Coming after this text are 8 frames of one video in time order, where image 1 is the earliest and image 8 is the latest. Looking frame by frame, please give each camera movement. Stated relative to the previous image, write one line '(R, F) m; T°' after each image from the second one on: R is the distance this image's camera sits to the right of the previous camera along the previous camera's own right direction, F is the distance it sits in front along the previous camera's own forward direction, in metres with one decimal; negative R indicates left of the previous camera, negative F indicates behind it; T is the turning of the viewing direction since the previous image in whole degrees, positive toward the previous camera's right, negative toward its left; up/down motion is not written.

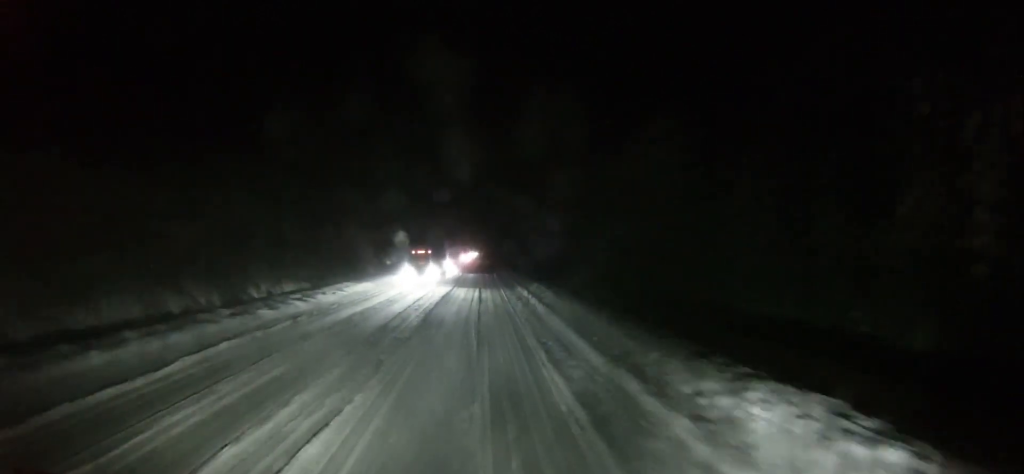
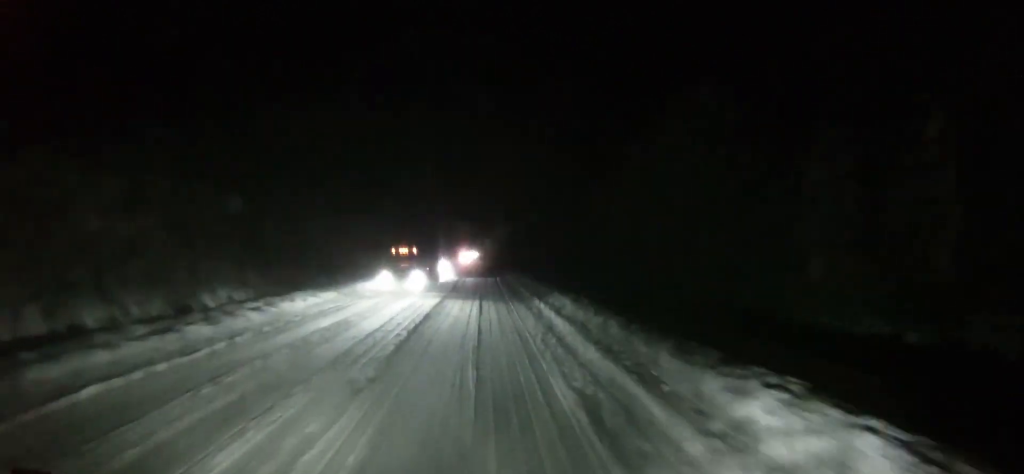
(-0.2, +6.6) m; -1°
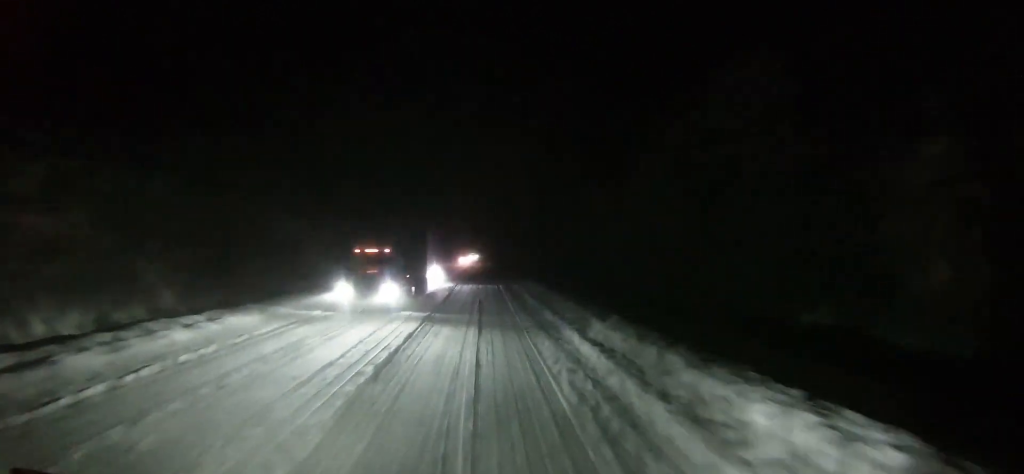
(+0.1, +6.1) m; +1°
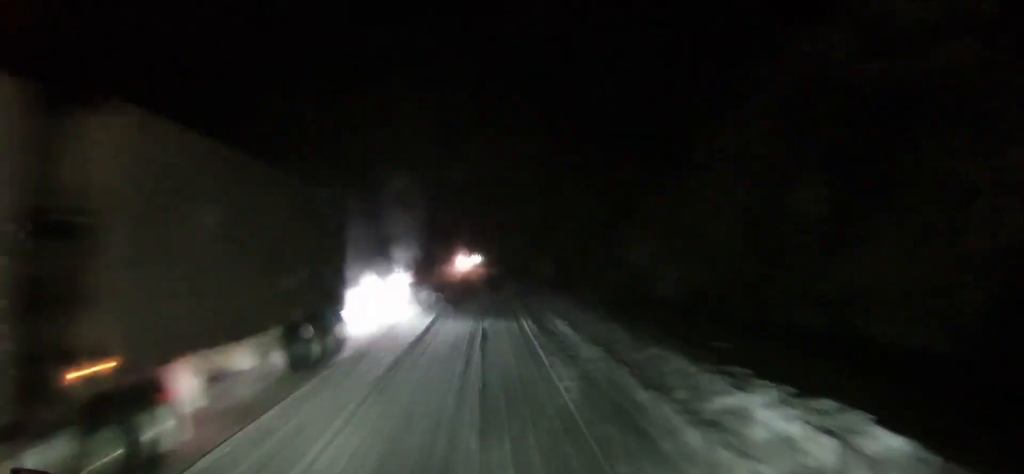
(+0.2, +14.1) m; +1°
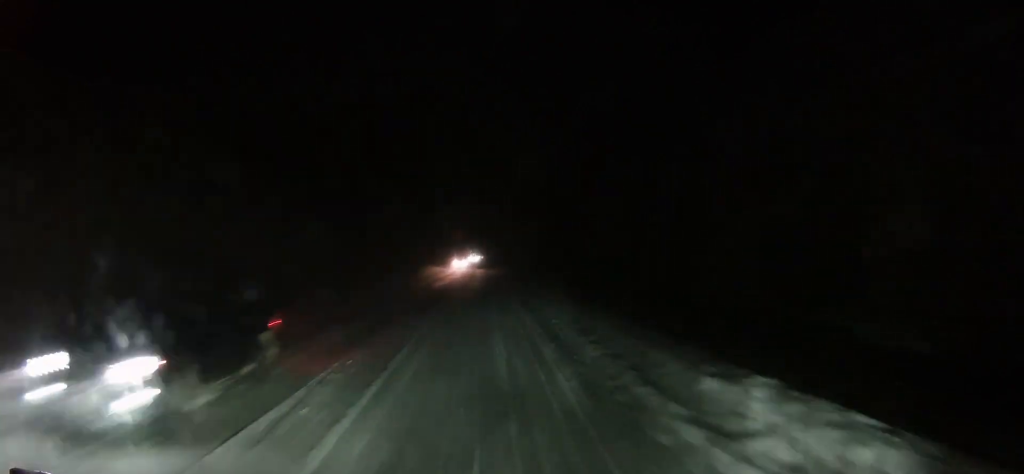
(-0.1, +13.4) m; -1°
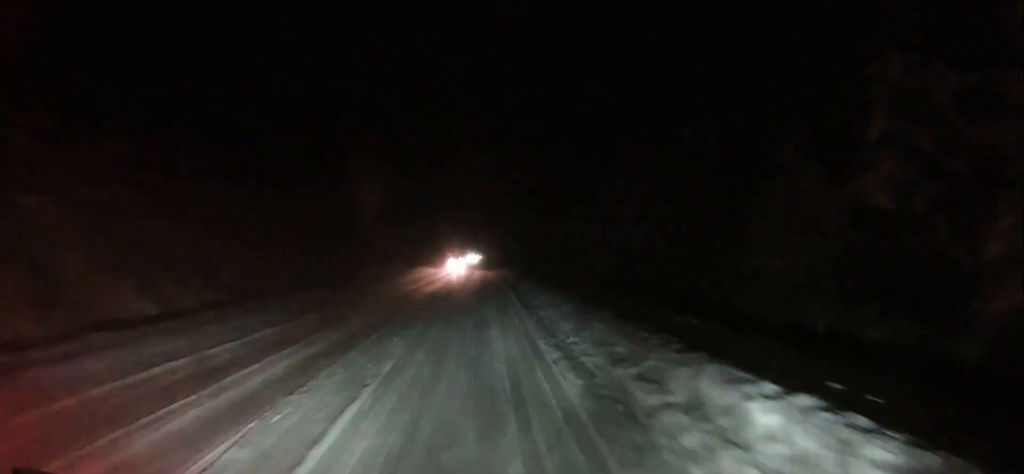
(0.0, +5.4) m; -1°
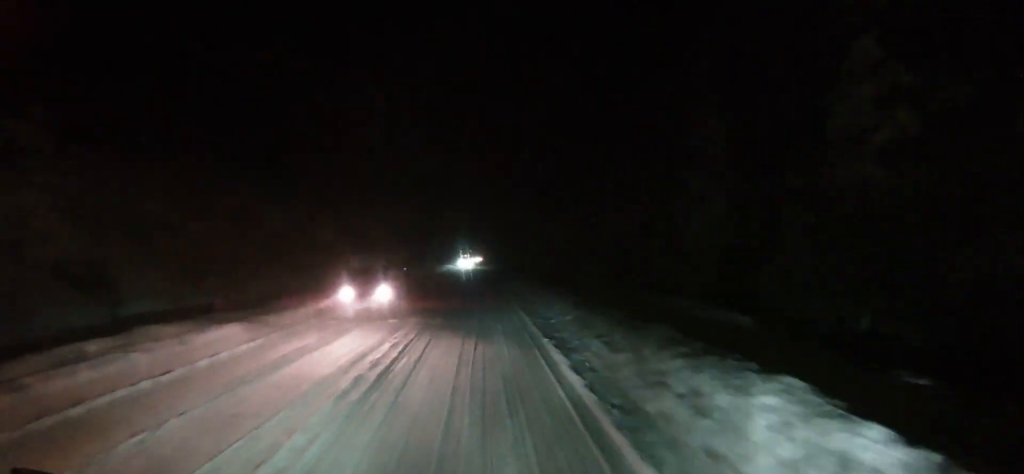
(+0.5, +43.0) m; +1°
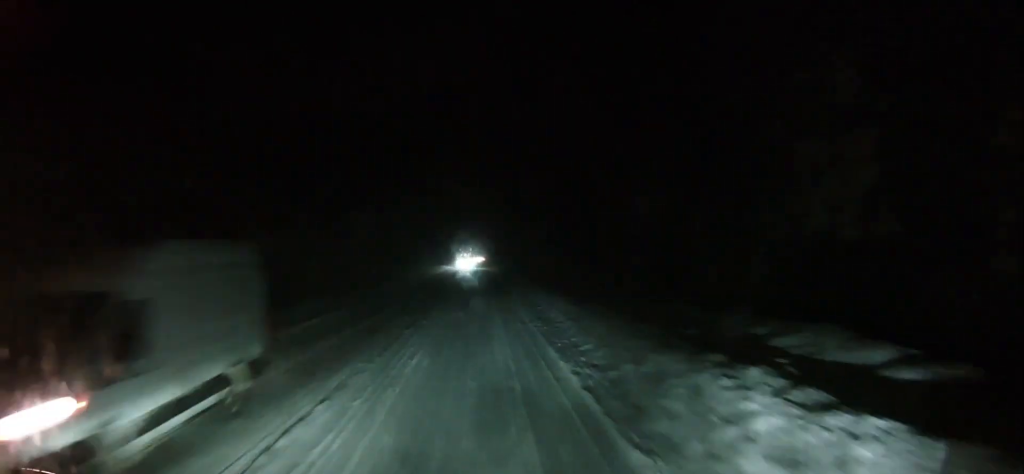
(-0.2, +11.1) m; -1°
